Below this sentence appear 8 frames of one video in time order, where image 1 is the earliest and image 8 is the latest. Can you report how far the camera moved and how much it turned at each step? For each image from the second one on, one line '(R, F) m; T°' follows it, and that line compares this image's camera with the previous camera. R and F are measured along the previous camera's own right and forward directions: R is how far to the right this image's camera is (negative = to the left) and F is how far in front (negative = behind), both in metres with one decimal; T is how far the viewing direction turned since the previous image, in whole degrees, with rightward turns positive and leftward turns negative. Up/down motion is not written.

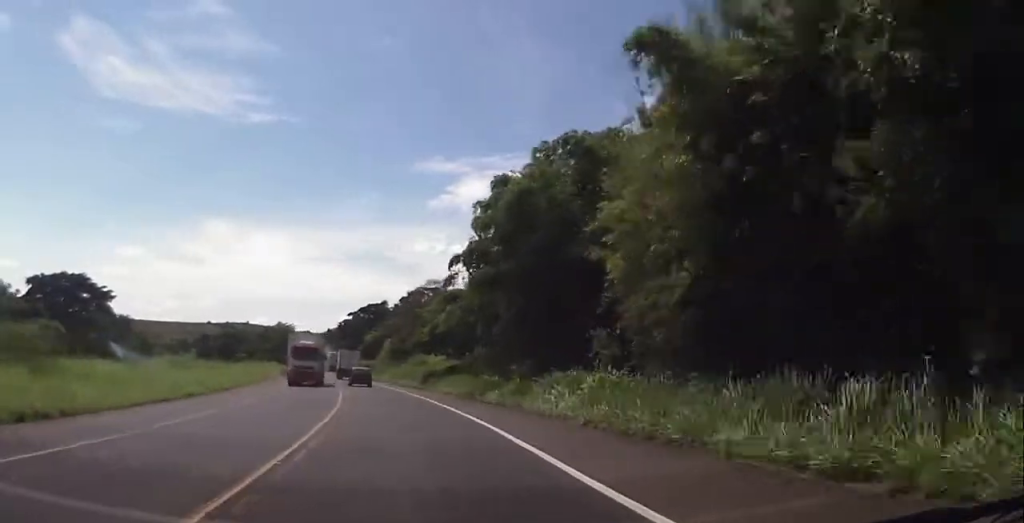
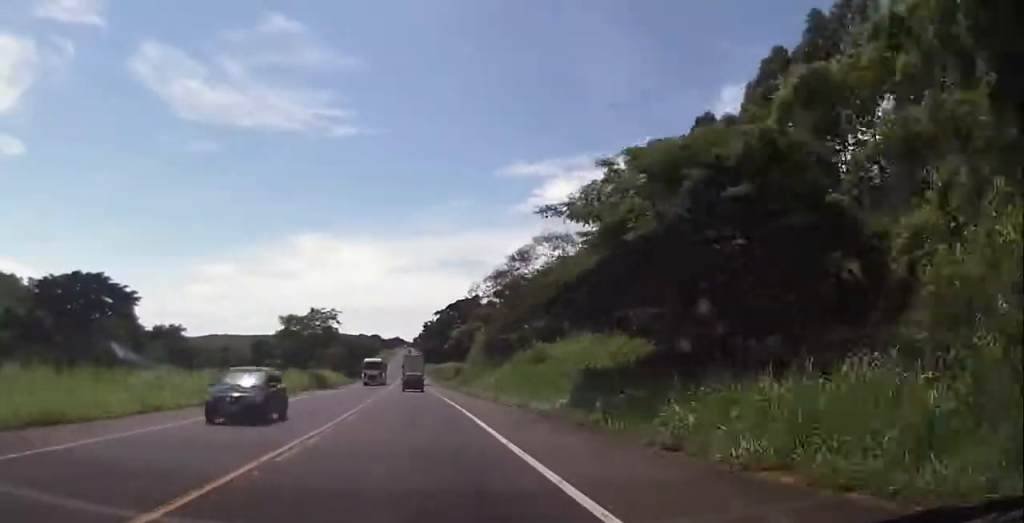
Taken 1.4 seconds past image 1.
(-2.4, +33.0) m; -8°
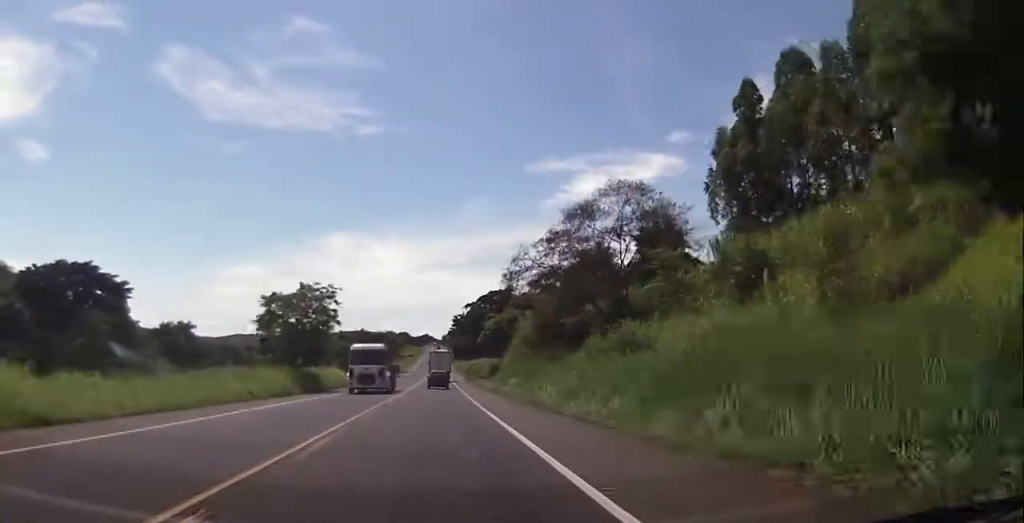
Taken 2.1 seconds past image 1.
(-0.5, +16.9) m; -3°
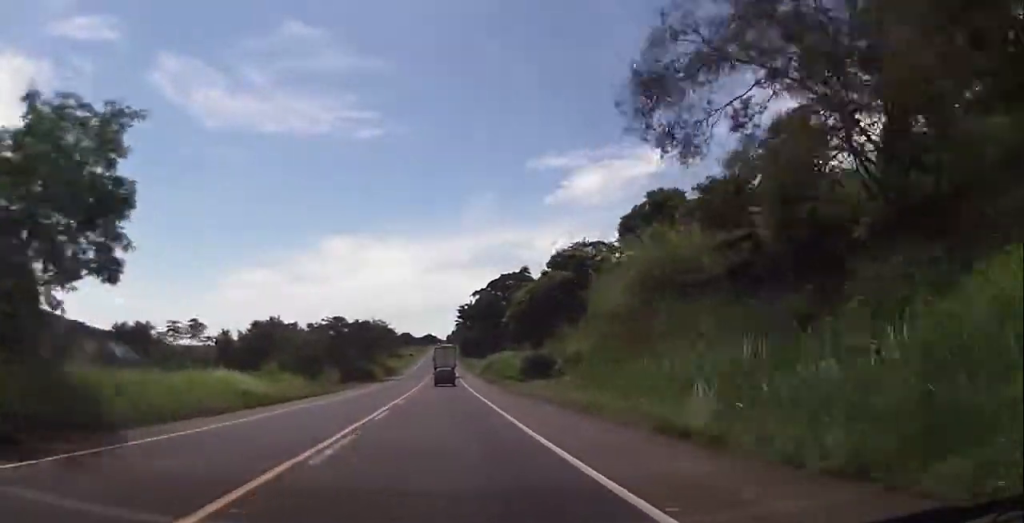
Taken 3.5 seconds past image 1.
(-1.3, +33.8) m; -3°
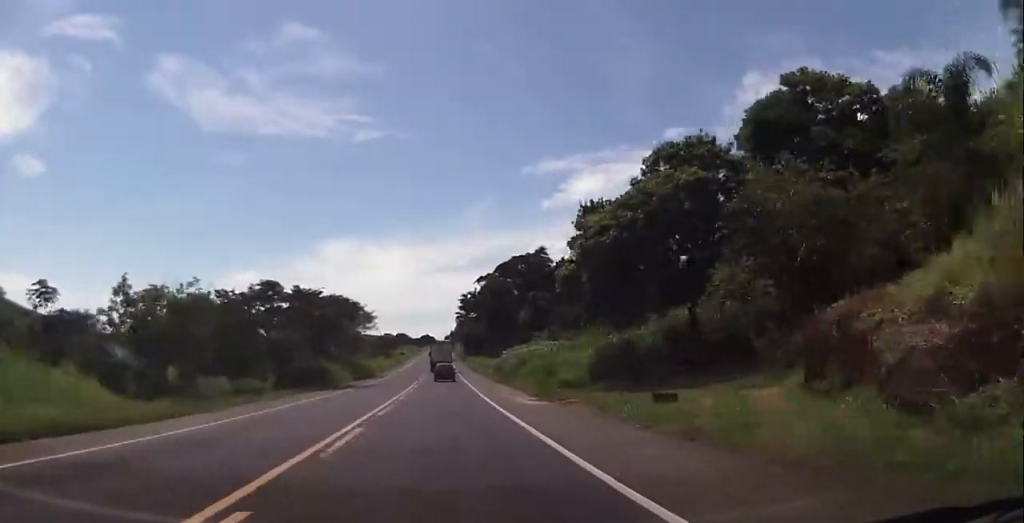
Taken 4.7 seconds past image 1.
(-0.1, +32.3) m; +1°
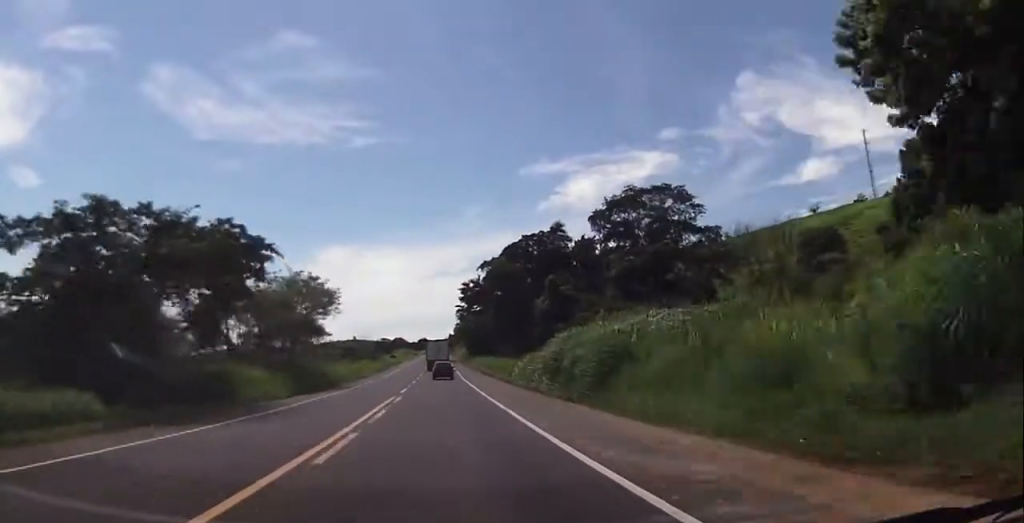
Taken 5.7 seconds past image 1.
(+0.2, +25.2) m; 0°
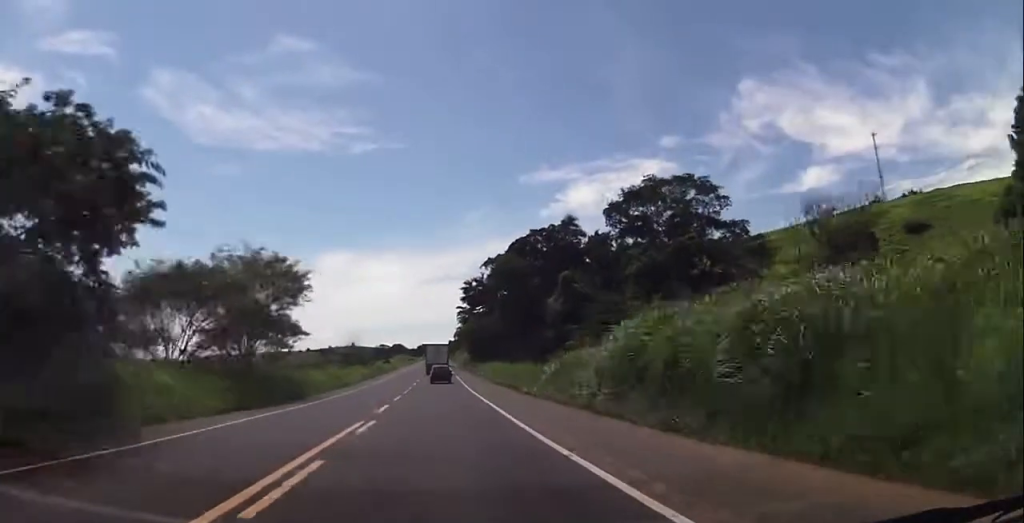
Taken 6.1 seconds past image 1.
(+0.1, +11.4) m; -1°
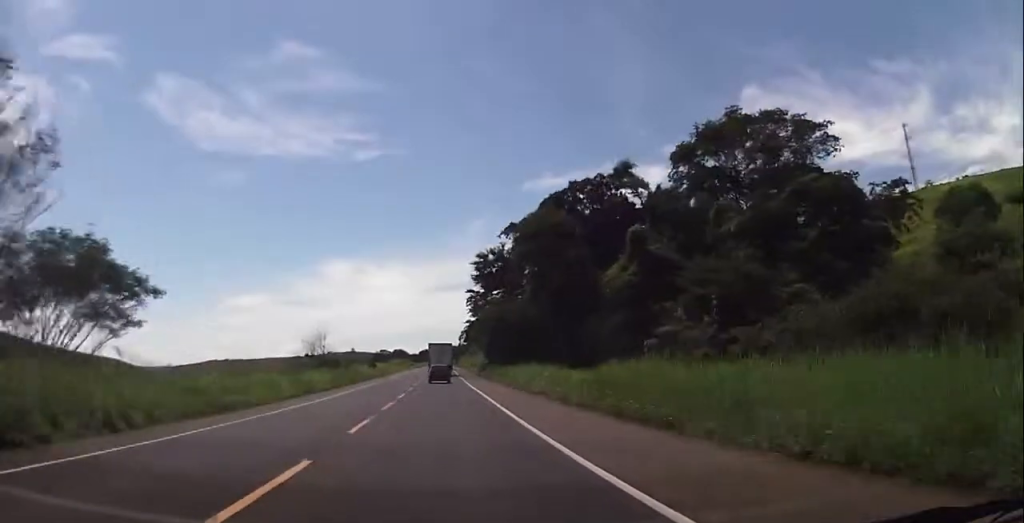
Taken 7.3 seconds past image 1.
(-0.6, +32.2) m; -1°
